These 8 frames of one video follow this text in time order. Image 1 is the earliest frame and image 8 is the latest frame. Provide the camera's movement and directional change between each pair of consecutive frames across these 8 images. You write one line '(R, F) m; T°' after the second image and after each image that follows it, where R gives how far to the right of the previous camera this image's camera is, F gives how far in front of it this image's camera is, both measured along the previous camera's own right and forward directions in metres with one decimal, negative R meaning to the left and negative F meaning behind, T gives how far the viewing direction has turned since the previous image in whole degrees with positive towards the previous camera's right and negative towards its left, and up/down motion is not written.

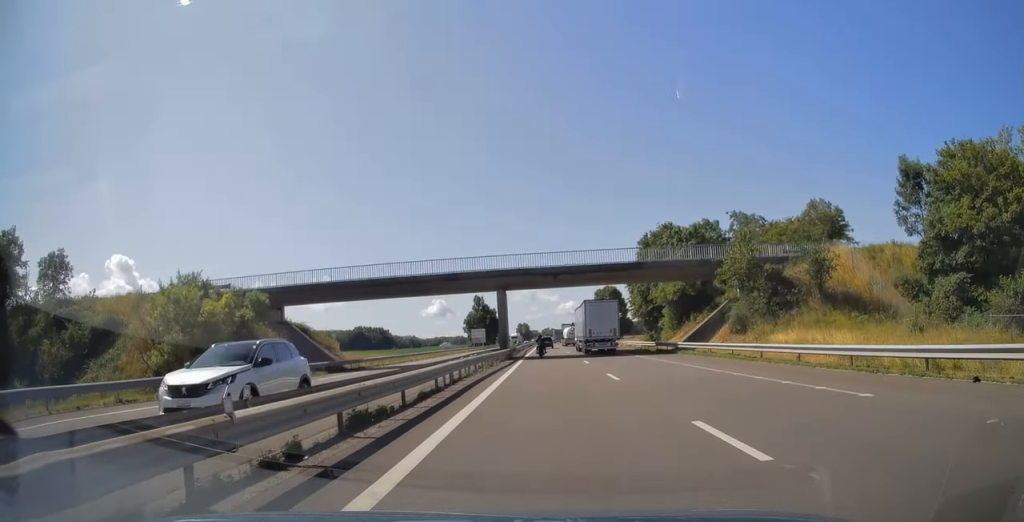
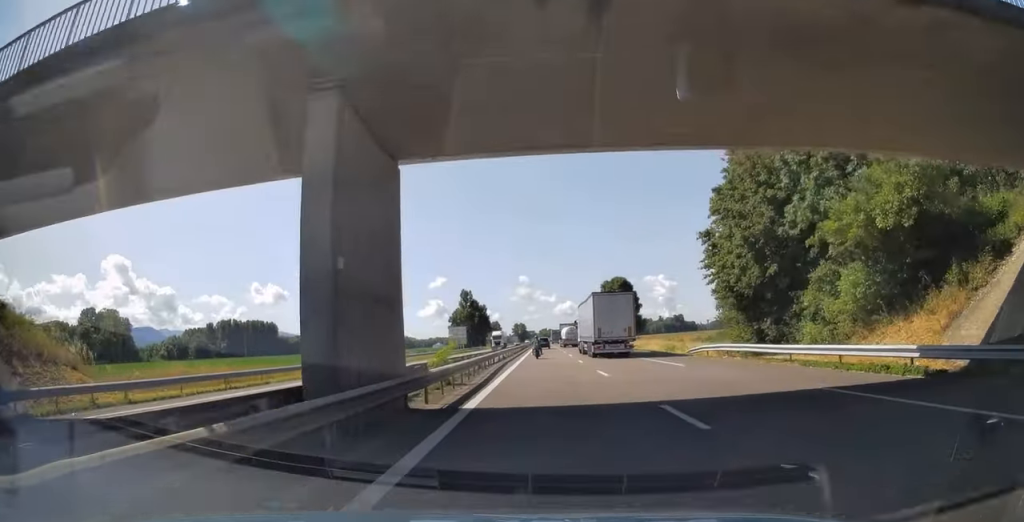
(0.0, +35.2) m; 0°
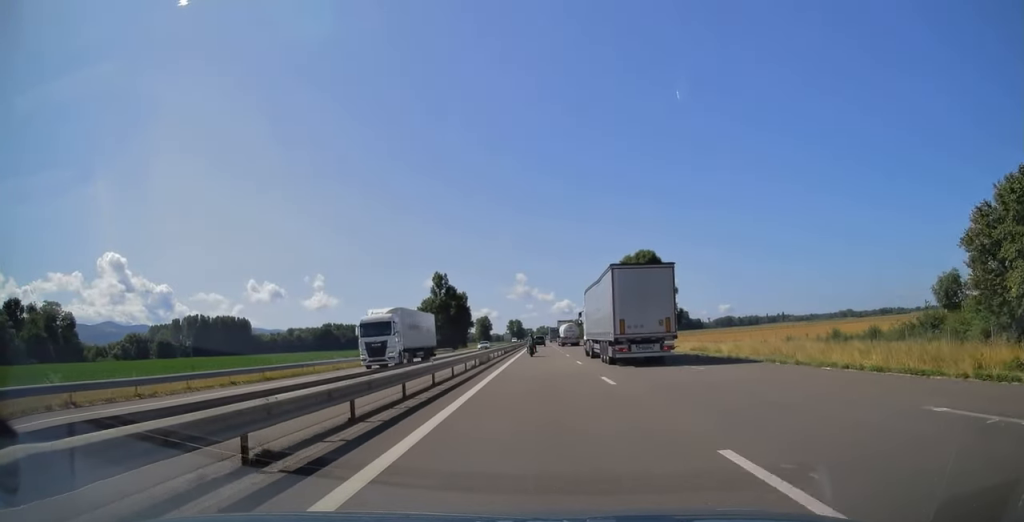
(0.0, +55.0) m; 0°
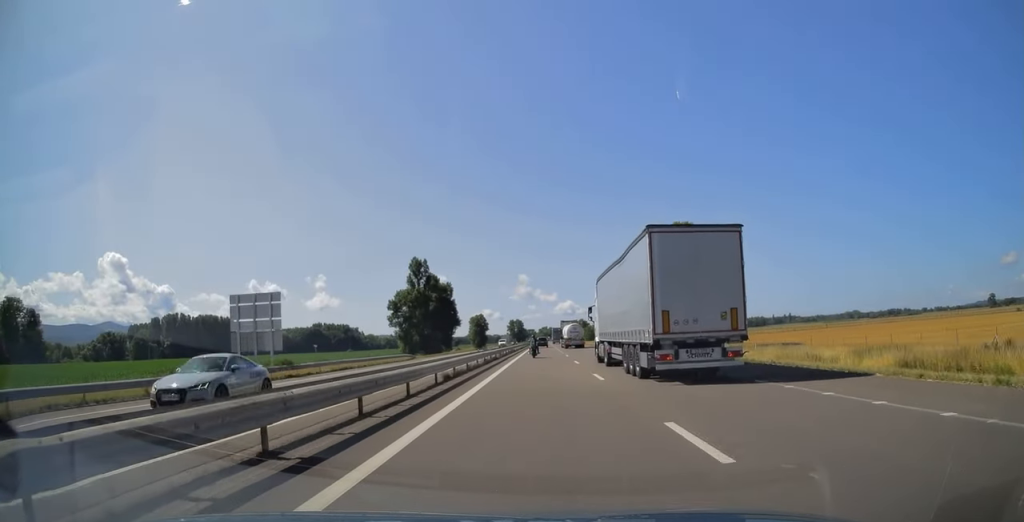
(0.0, +35.2) m; 0°
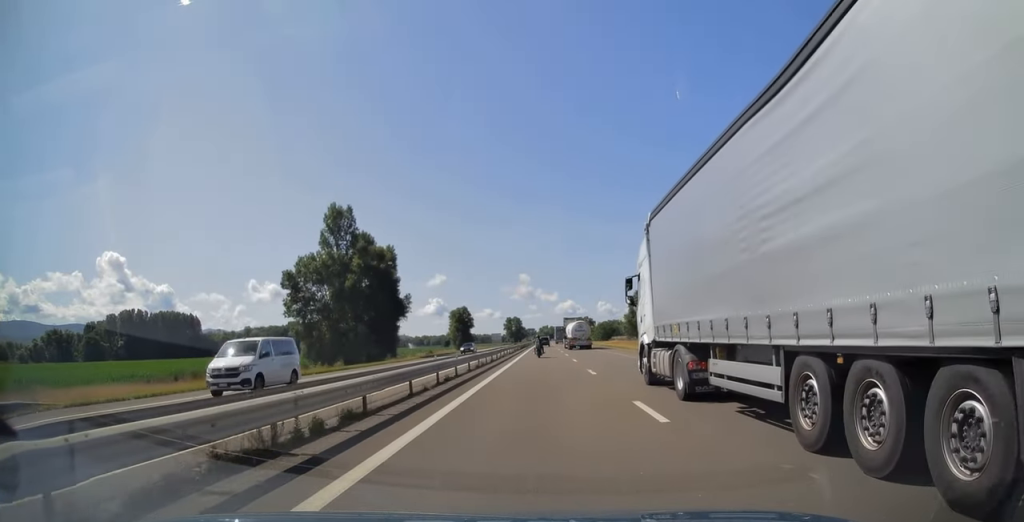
(0.0, +59.8) m; 0°
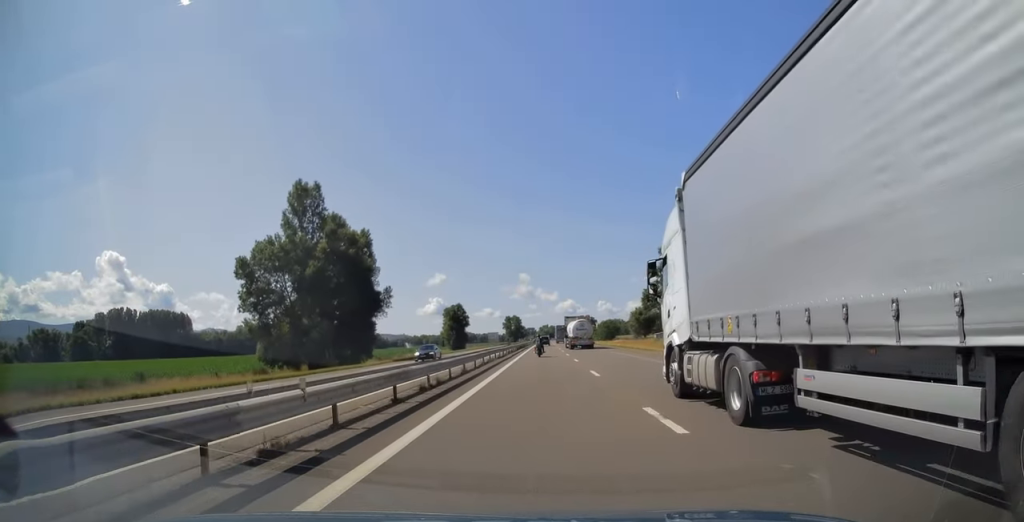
(0.0, +13.6) m; 0°
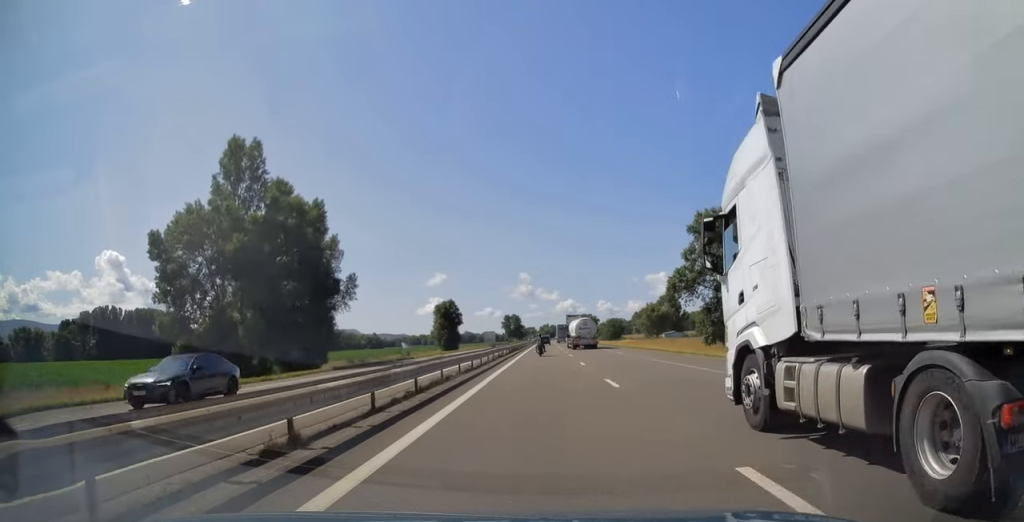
(0.0, +17.8) m; 0°
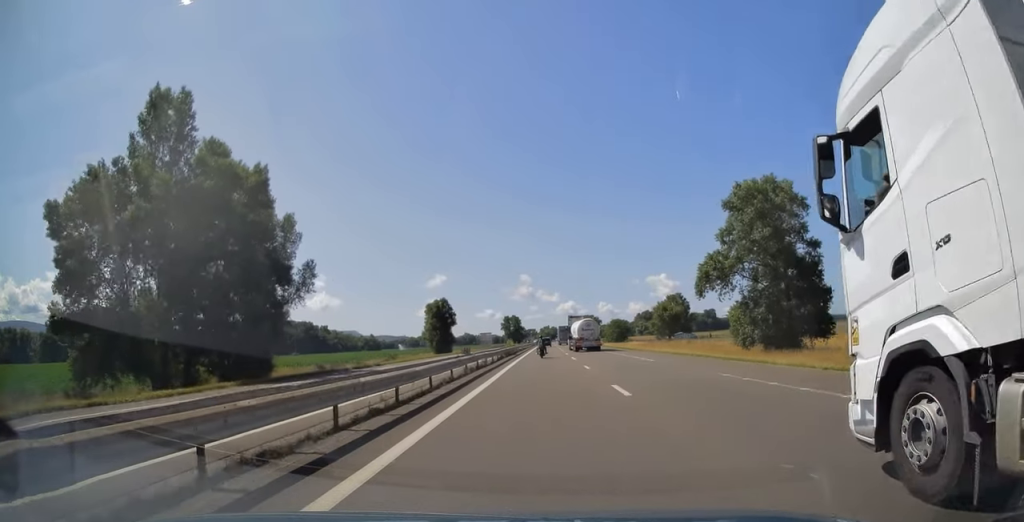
(0.0, +14.3) m; 0°
